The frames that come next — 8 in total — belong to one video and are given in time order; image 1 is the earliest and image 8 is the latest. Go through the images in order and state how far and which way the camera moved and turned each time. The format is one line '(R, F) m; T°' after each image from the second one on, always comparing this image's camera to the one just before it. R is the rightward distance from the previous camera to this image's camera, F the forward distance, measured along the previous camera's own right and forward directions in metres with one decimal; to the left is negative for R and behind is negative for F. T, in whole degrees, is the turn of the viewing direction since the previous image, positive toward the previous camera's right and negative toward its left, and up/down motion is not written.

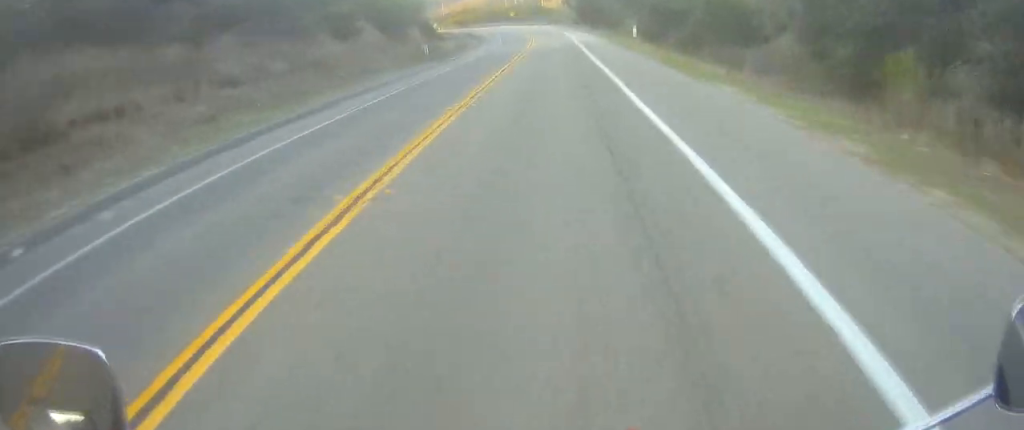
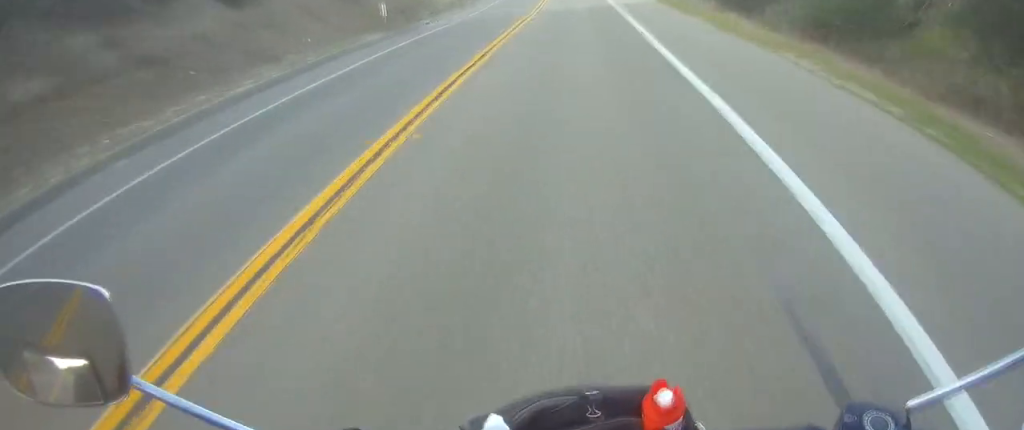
(0.0, +14.7) m; 0°
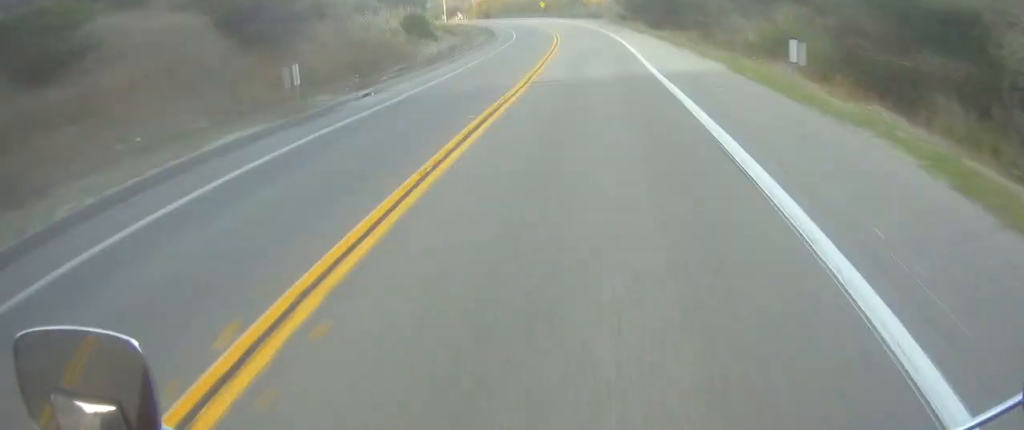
(0.0, +10.5) m; 0°
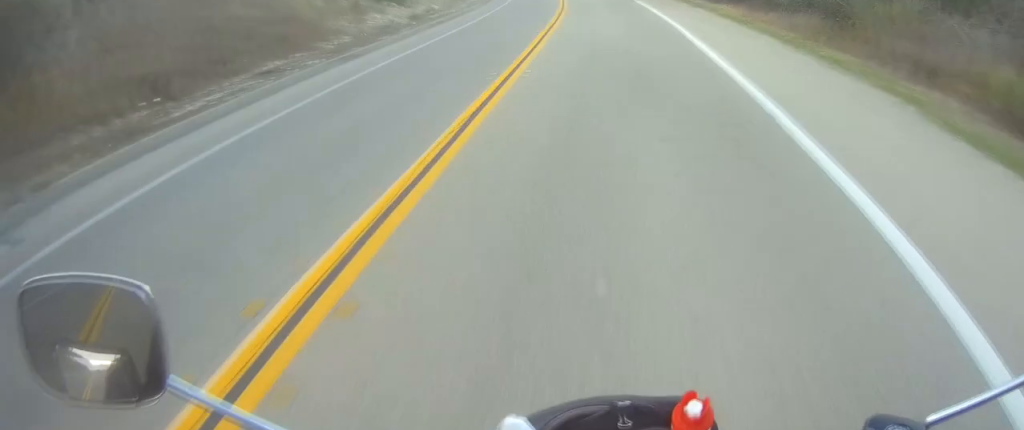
(0.0, +15.4) m; 0°
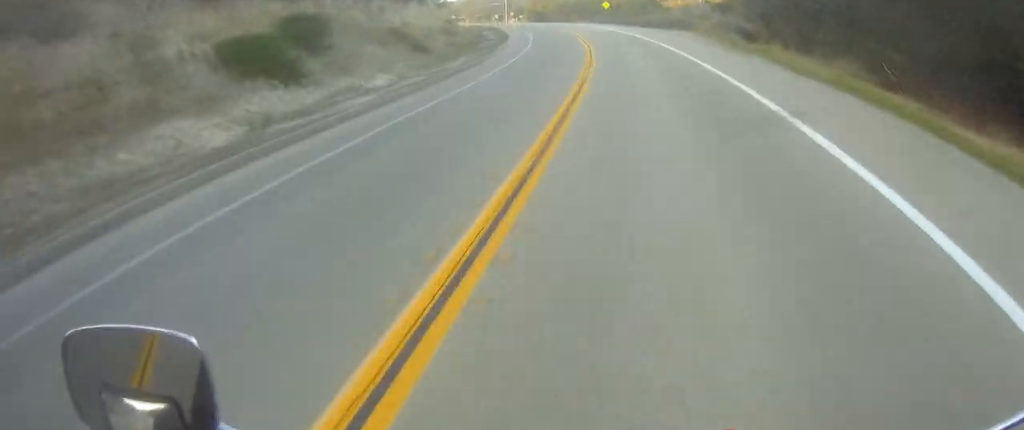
(-0.1, +21.3) m; -2°
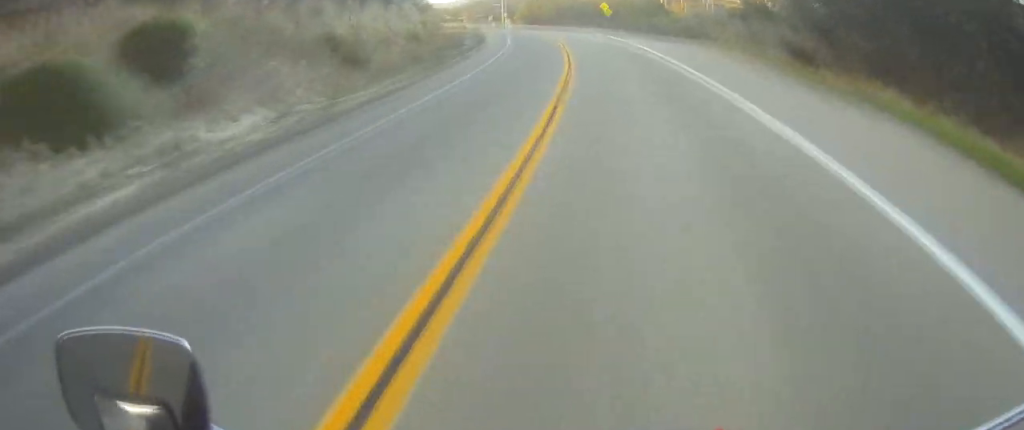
(-0.3, +10.7) m; -3°
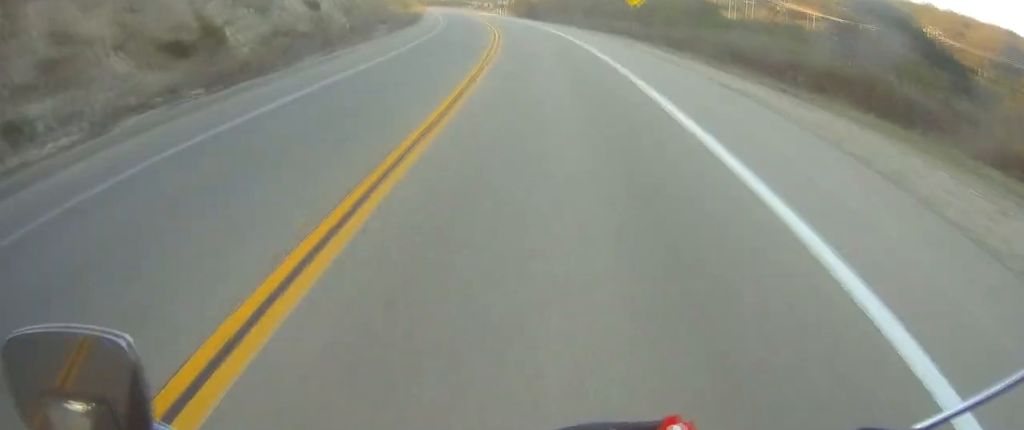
(-2.8, +32.1) m; -8°
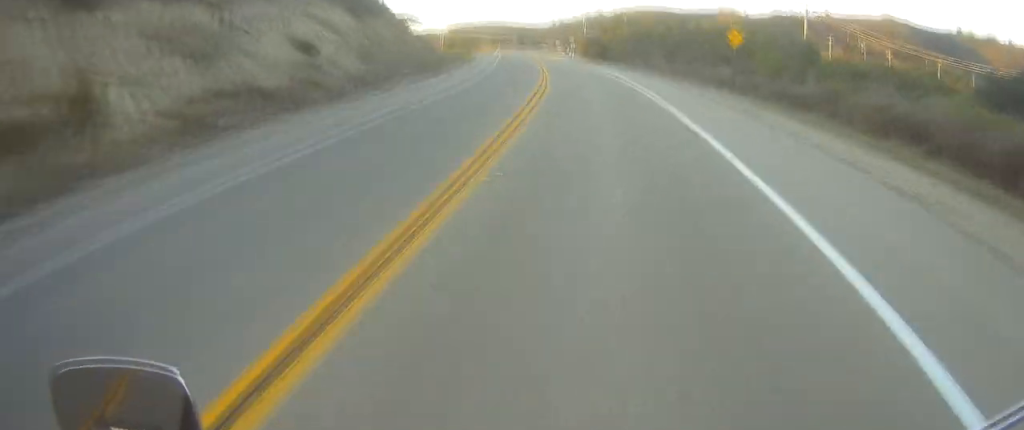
(0.0, +11.2) m; 0°
